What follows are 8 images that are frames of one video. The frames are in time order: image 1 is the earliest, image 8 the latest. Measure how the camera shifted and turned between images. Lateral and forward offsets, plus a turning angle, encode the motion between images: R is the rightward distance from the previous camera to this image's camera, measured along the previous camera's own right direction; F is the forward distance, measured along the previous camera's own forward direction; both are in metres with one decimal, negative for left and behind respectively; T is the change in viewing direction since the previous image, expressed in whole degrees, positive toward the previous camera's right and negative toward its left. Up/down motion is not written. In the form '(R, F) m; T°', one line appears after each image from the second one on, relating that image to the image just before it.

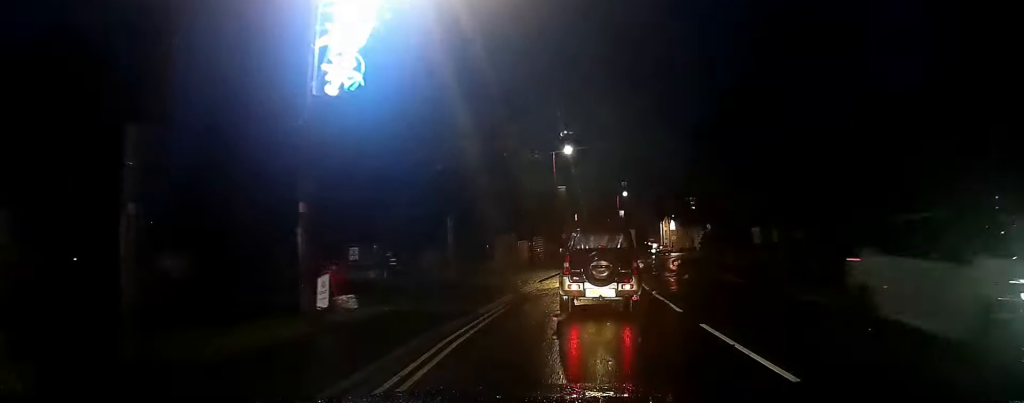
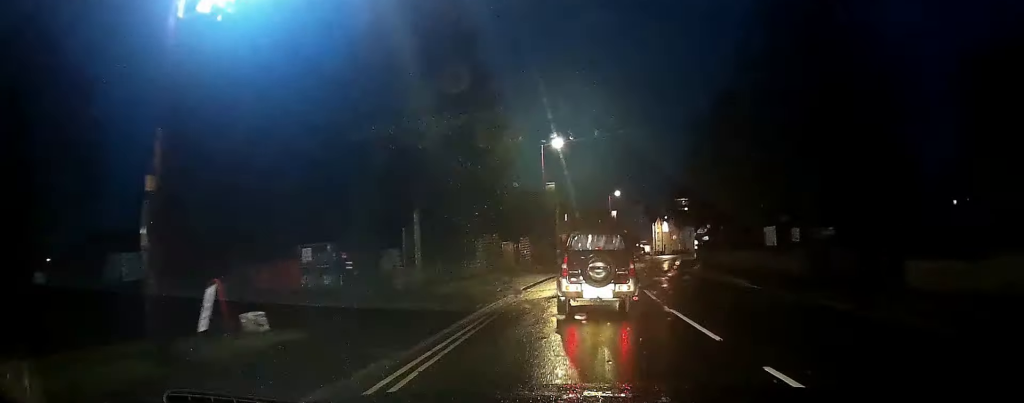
(0.0, +3.5) m; +3°
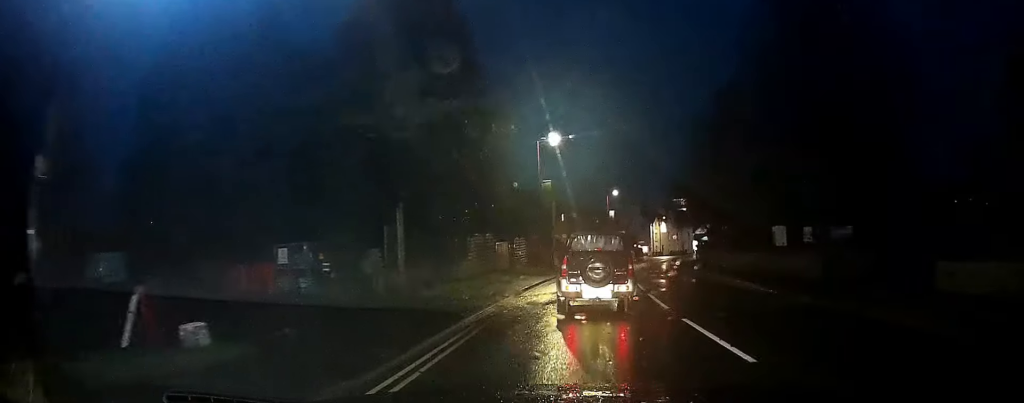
(+0.1, +1.6) m; +2°
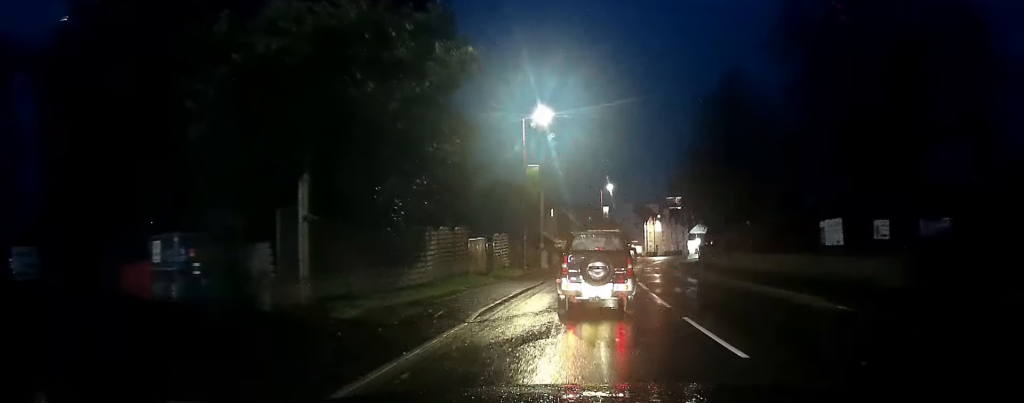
(0.0, +5.5) m; -1°
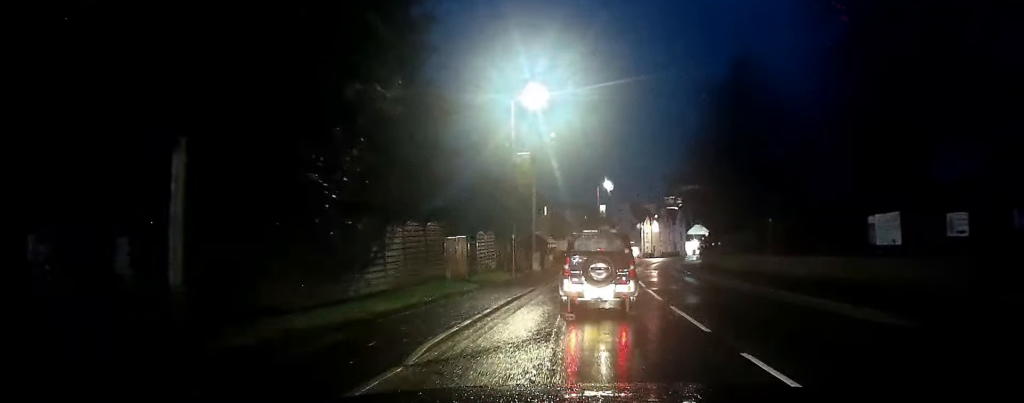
(-0.1, +3.5) m; 0°
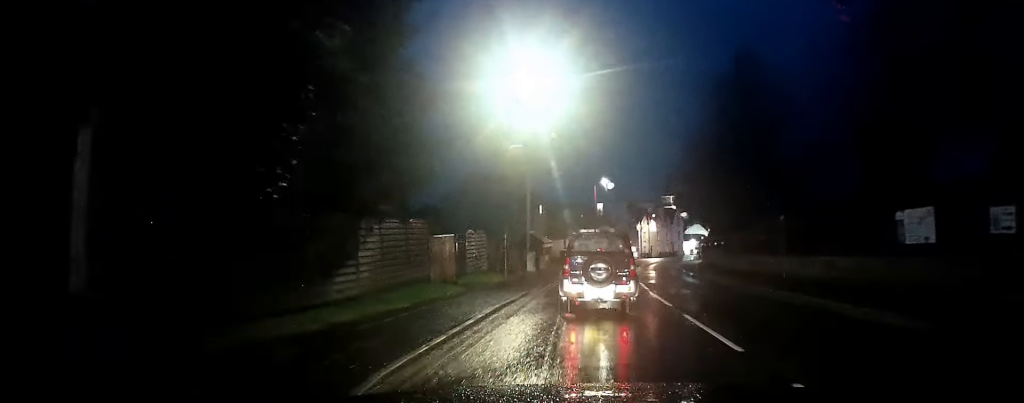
(0.0, +1.6) m; -1°
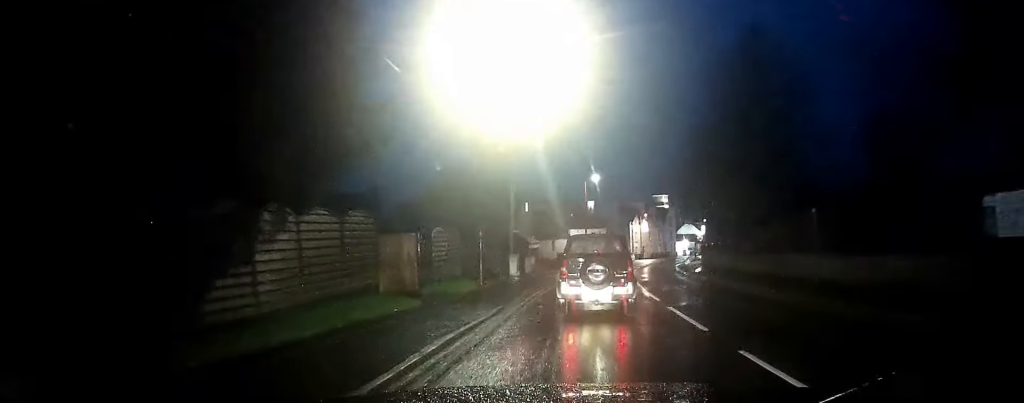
(-0.1, +3.8) m; -1°
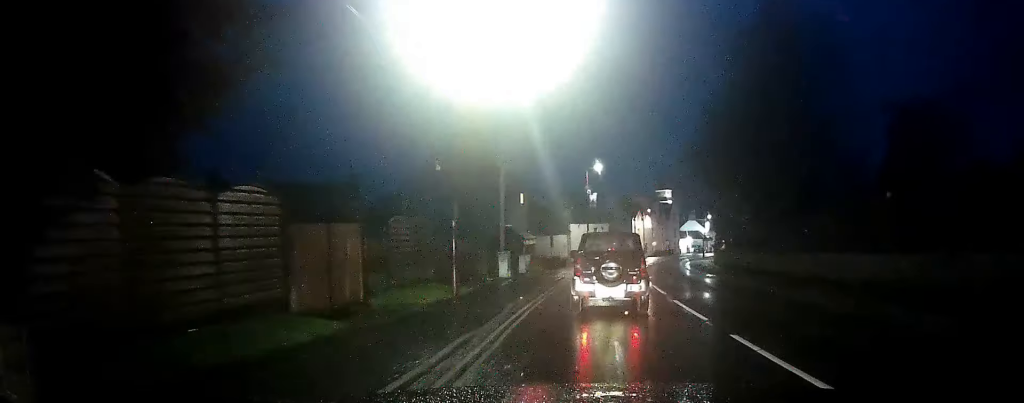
(0.0, +4.5) m; 0°
